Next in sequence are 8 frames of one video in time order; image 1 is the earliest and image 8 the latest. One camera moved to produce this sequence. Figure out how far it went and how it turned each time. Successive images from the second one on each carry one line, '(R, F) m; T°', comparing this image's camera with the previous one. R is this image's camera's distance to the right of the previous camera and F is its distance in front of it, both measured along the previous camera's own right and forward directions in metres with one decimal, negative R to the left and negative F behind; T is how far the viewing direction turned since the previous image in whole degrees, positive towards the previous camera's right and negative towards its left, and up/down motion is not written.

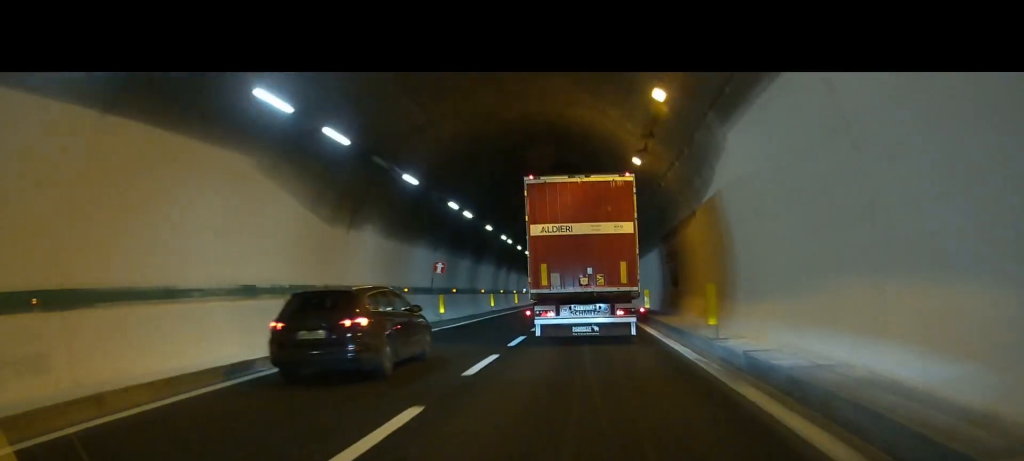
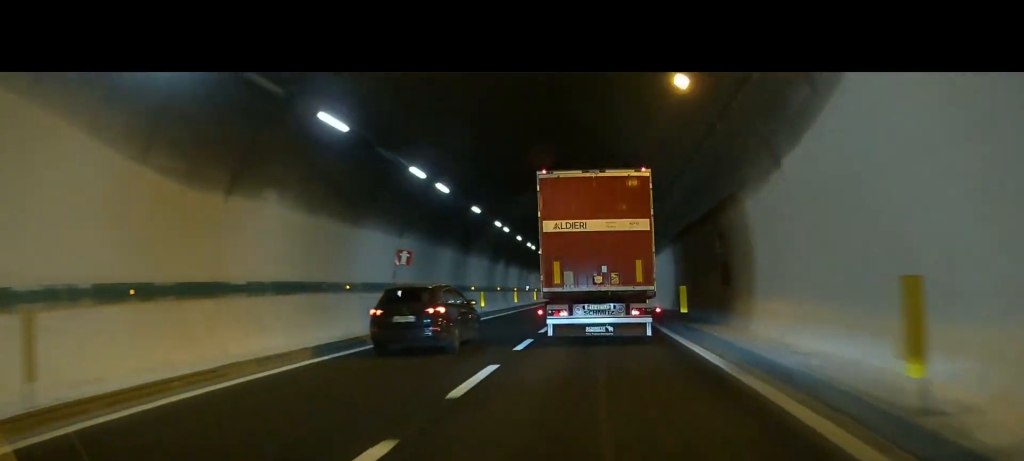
(0.0, +7.5) m; 0°
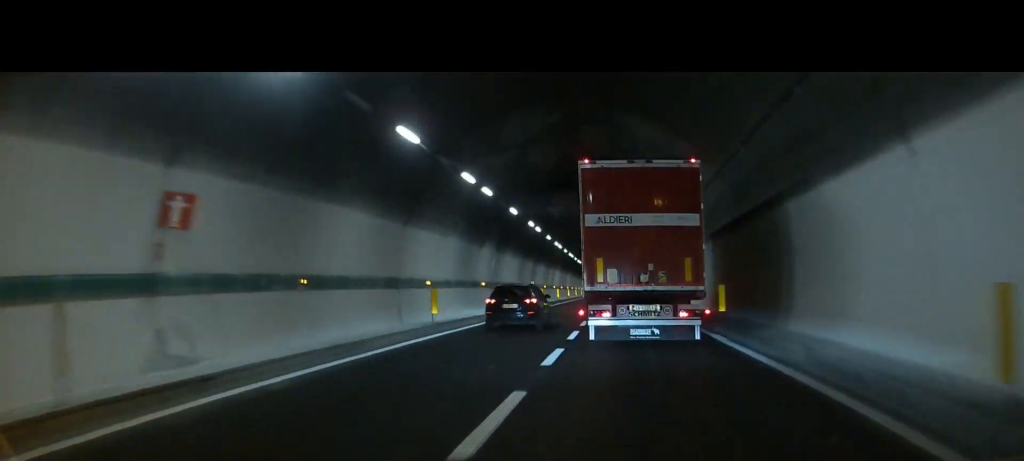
(0.0, +14.4) m; 0°
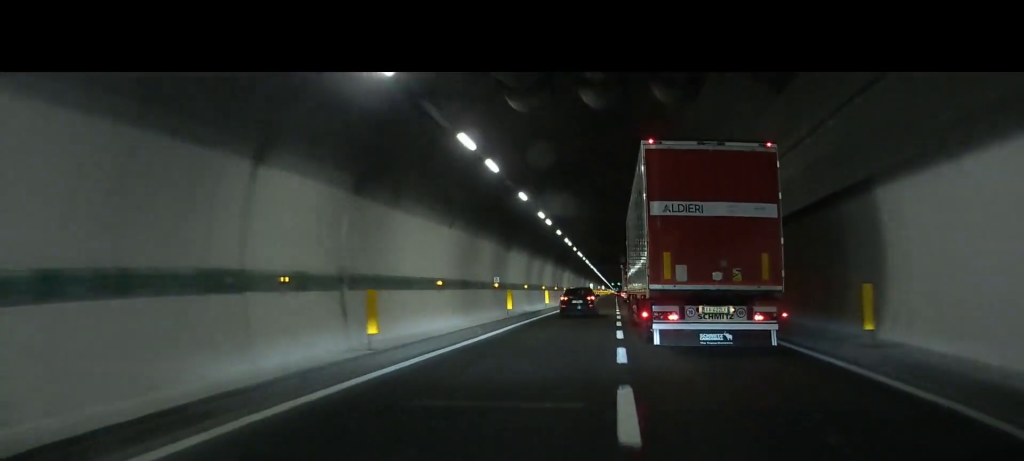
(0.0, +21.7) m; 0°
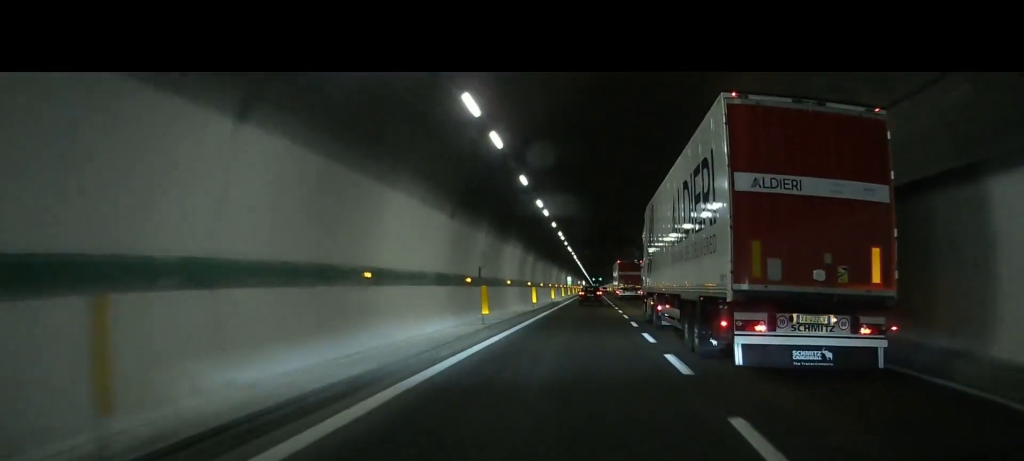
(0.0, +35.3) m; 0°
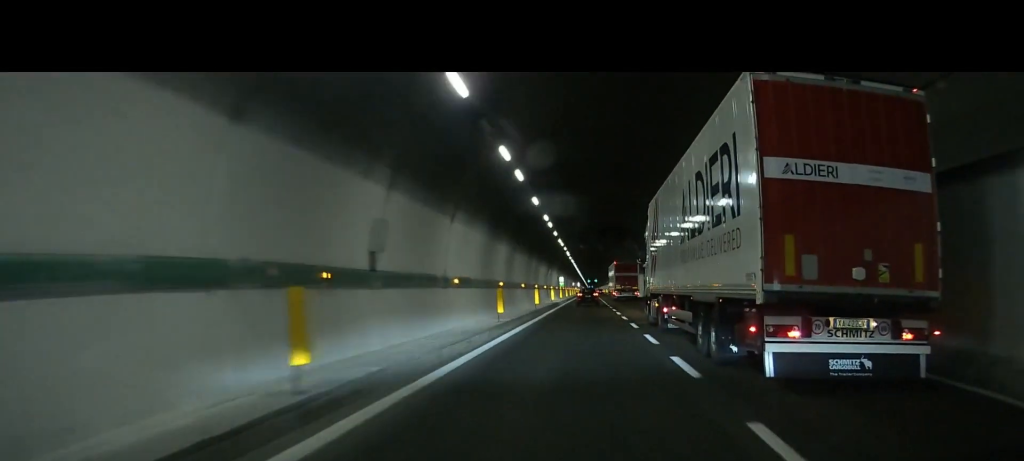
(0.0, +11.2) m; 0°
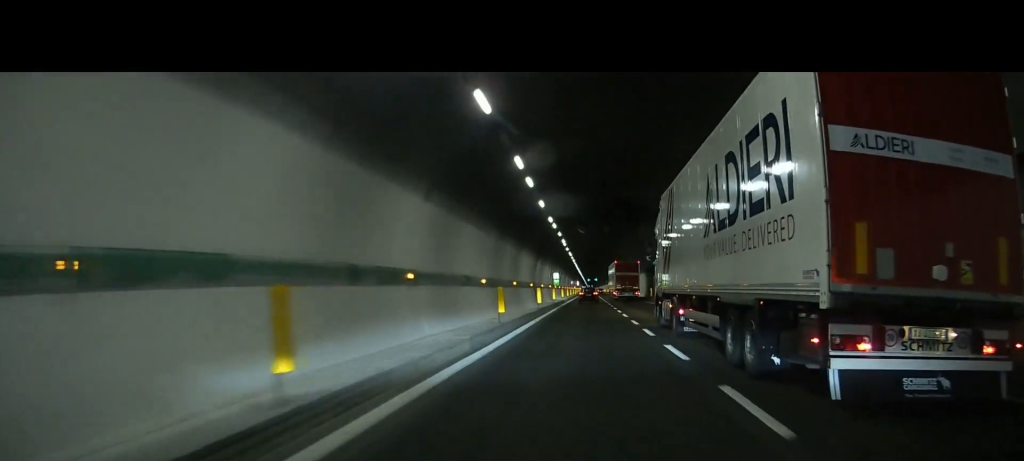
(0.0, +14.5) m; 0°
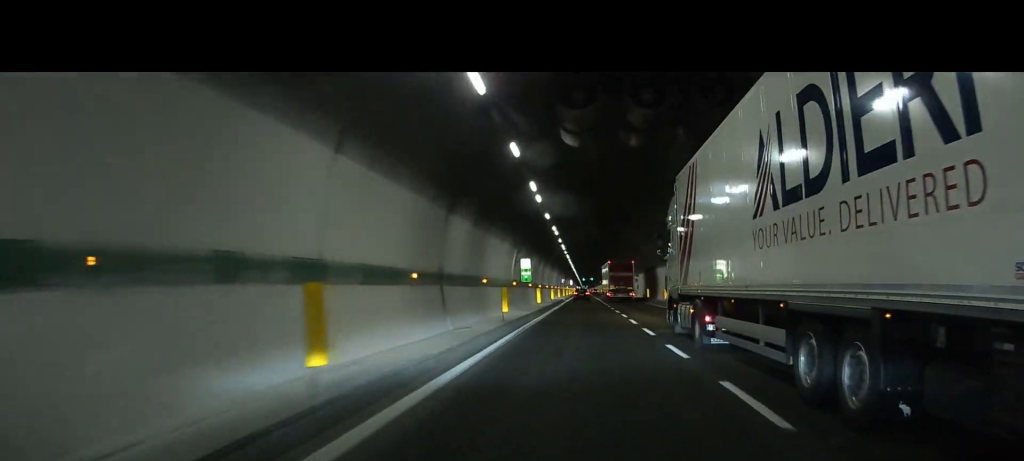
(0.0, +26.9) m; 0°
